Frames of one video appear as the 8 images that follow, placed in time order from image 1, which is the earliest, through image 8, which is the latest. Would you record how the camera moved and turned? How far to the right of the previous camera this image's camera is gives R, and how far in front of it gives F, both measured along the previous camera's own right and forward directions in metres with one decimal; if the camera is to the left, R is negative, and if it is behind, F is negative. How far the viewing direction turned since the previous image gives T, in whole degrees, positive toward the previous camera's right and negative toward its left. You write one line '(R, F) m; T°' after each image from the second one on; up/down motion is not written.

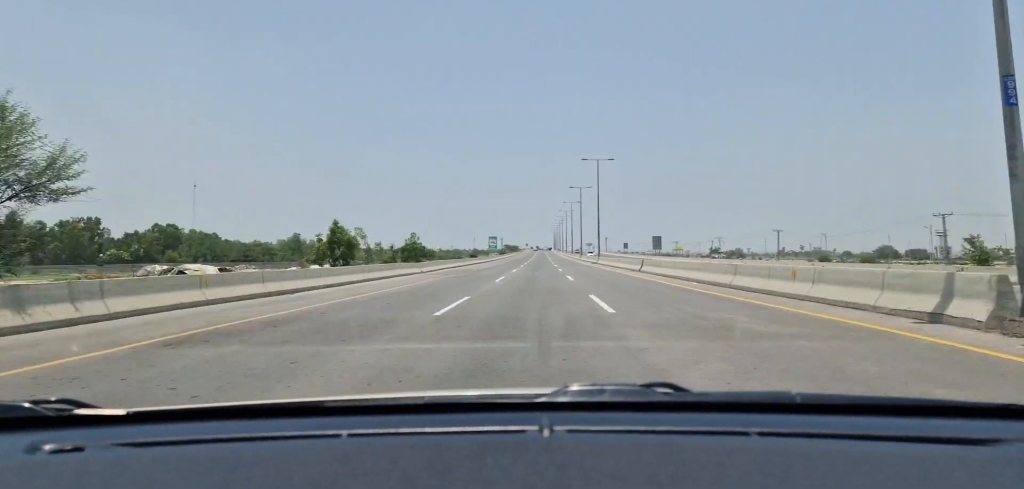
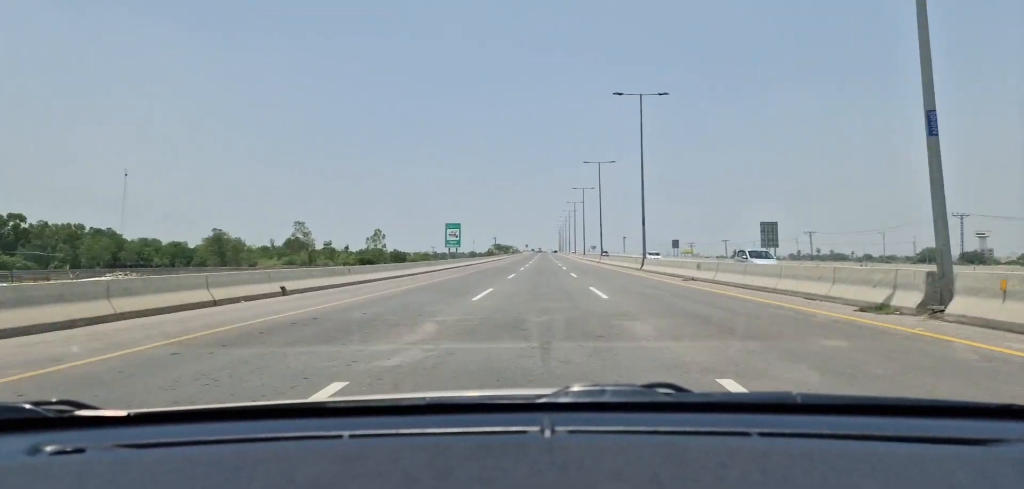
(-0.4, +68.7) m; 0°
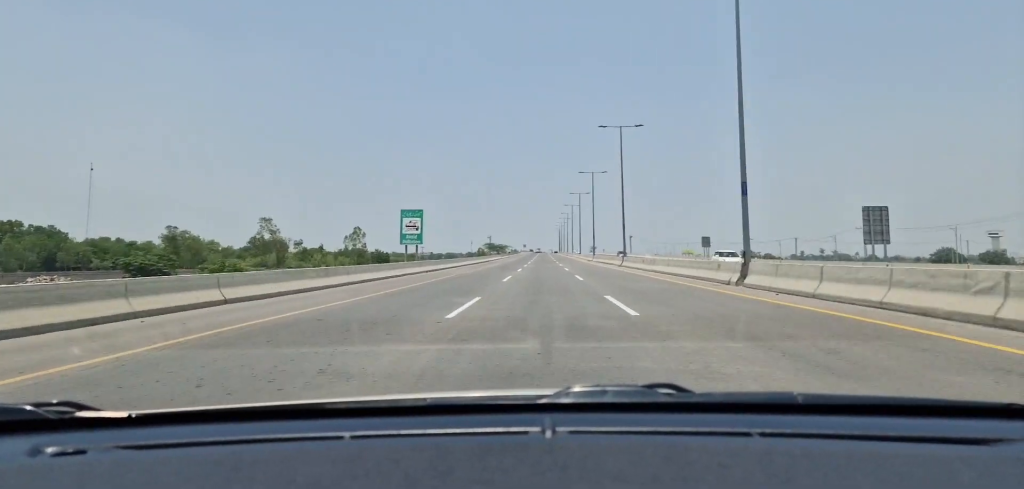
(0.0, +22.8) m; 0°
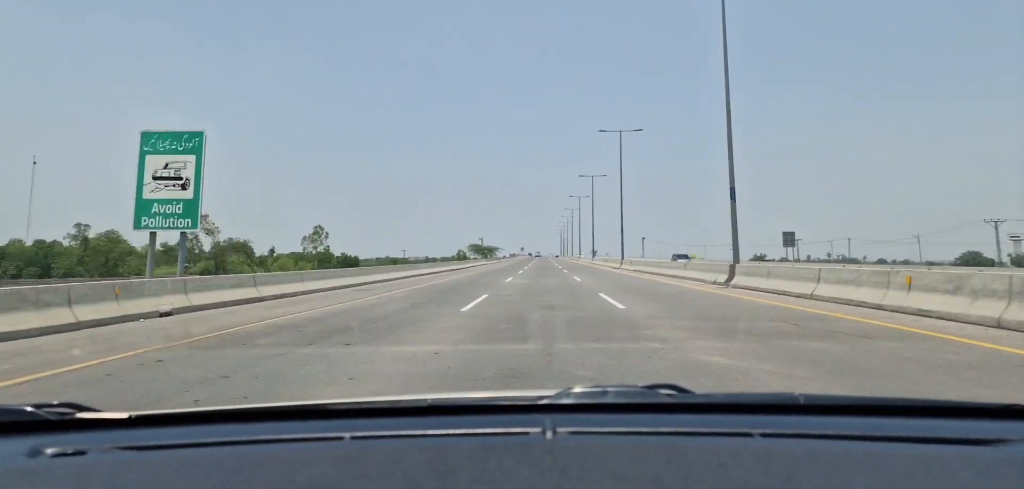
(+0.1, +33.8) m; 0°
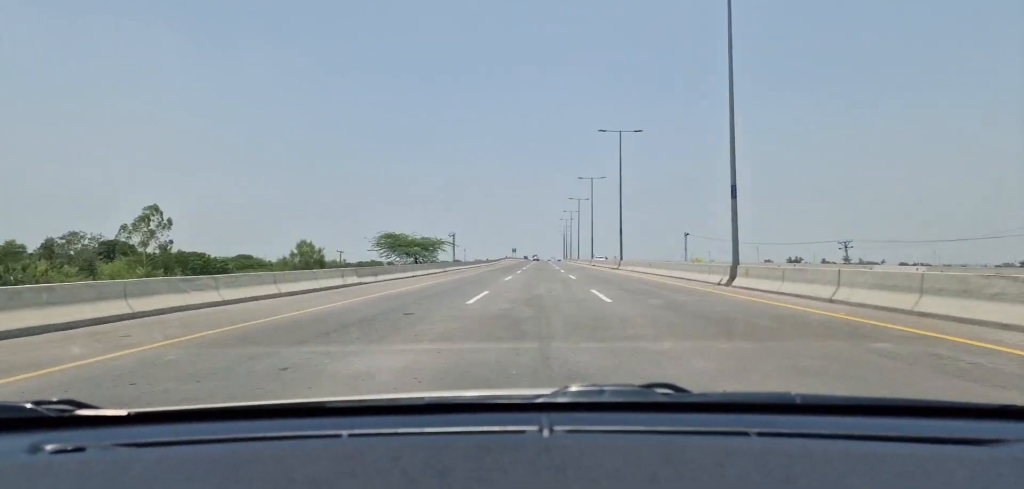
(+0.5, +71.1) m; 0°
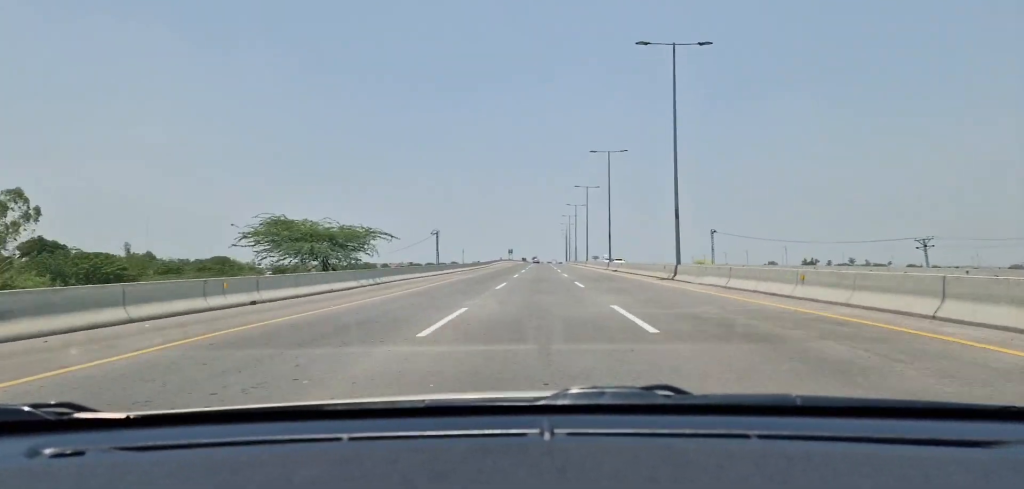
(0.0, +24.1) m; 0°
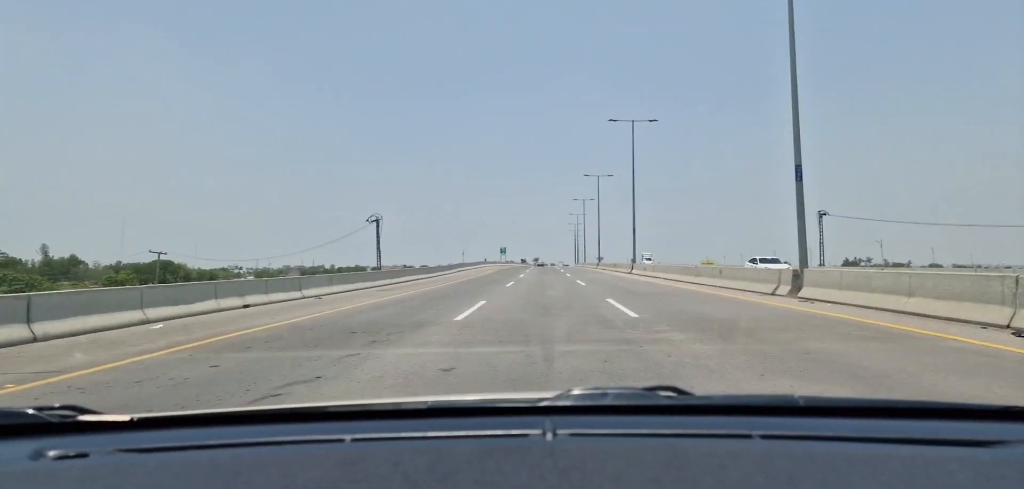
(0.0, +51.1) m; 0°
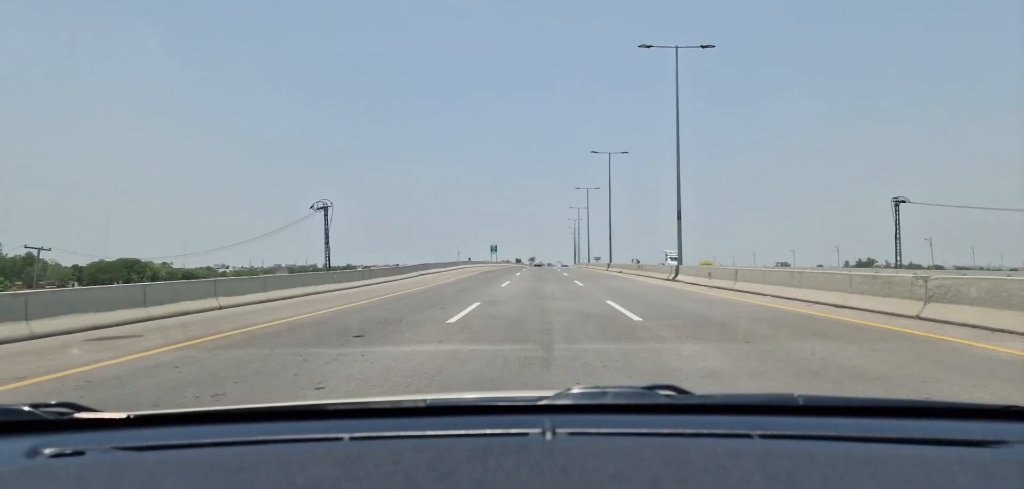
(0.0, +19.7) m; 0°
